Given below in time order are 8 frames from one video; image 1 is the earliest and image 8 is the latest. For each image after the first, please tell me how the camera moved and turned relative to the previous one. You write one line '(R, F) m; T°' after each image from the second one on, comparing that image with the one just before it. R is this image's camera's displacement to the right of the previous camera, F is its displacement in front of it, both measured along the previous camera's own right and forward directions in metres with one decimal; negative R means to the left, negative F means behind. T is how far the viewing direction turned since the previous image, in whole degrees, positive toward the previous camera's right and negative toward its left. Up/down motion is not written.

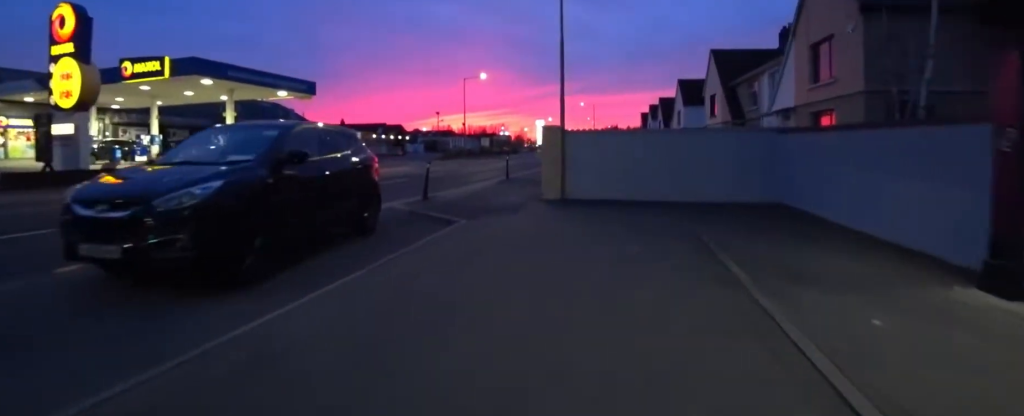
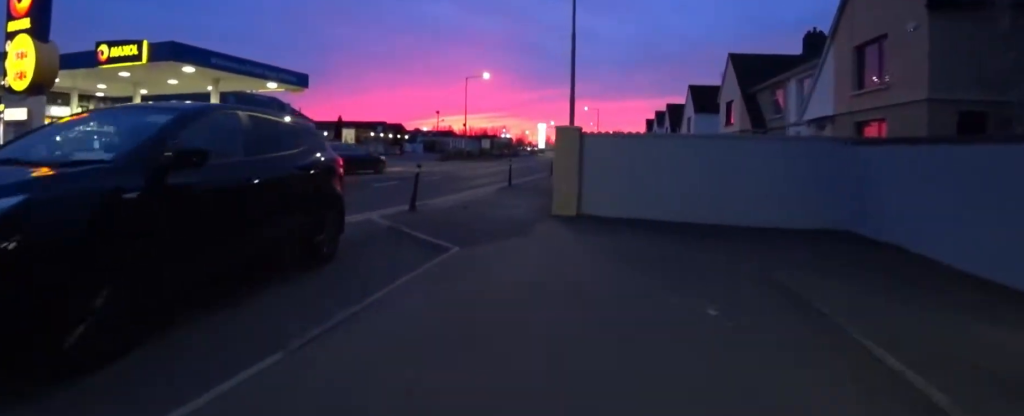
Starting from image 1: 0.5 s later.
(0.0, +2.1) m; +4°
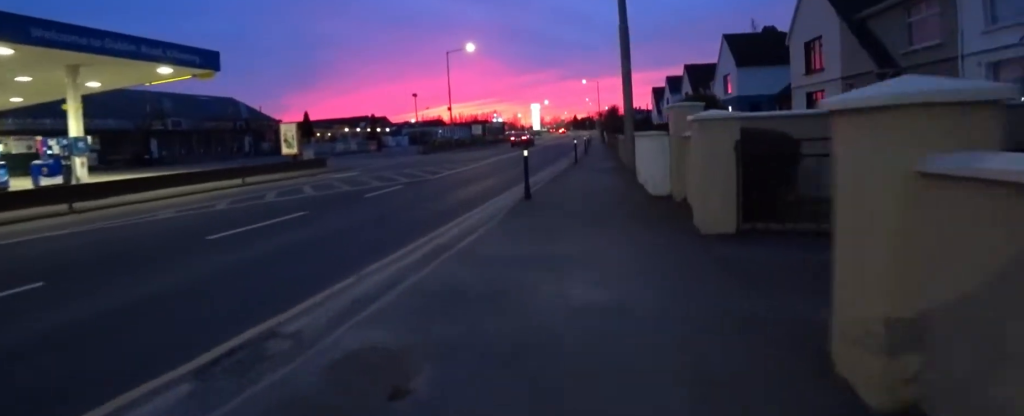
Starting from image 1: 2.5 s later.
(+2.7, +8.3) m; +26°
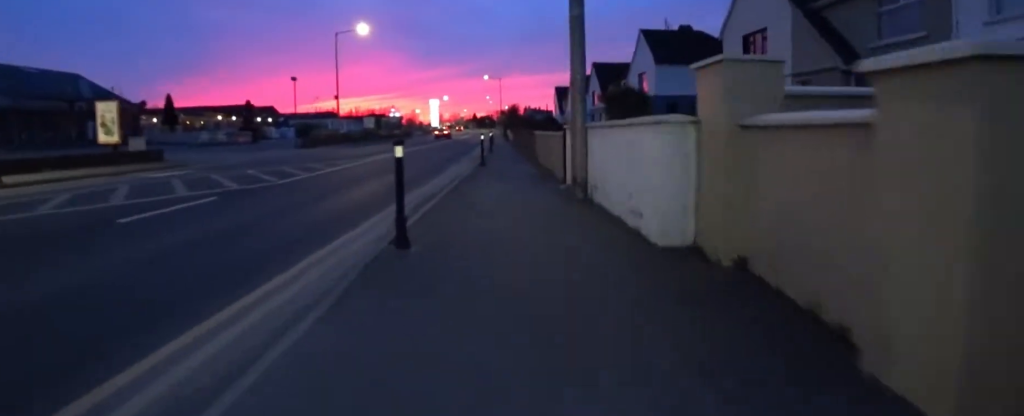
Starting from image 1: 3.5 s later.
(-0.4, +4.2) m; -5°
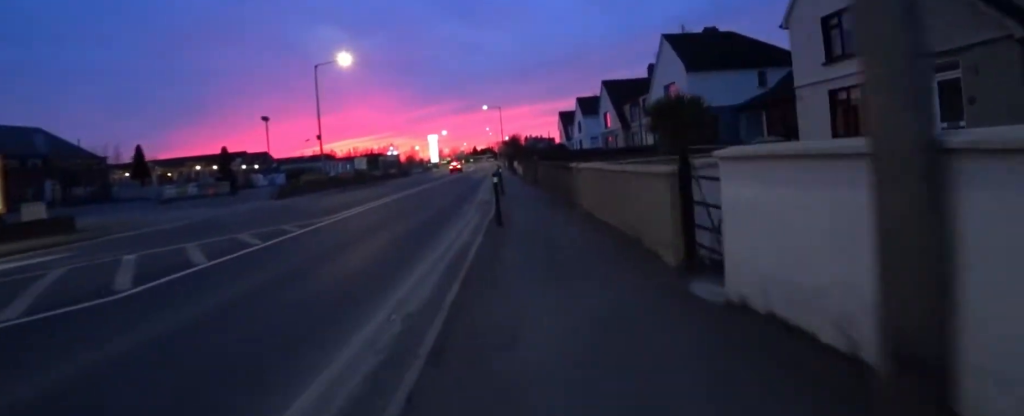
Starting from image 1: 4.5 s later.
(0.0, +5.0) m; 0°
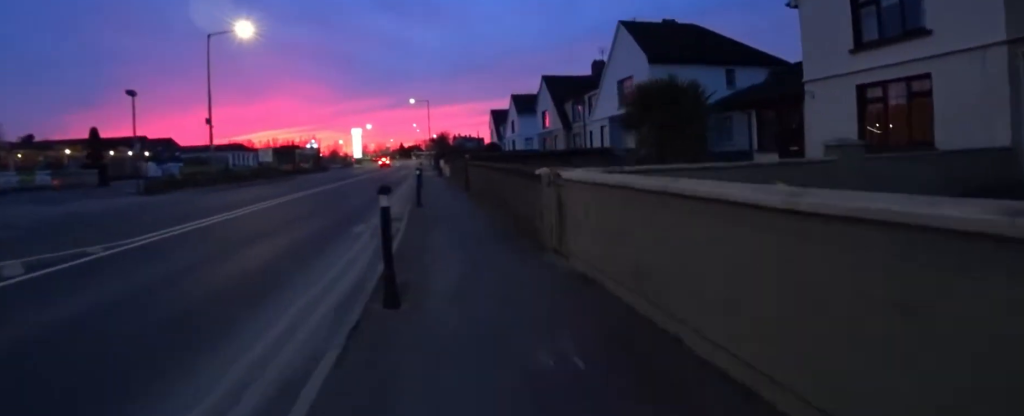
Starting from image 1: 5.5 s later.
(-0.1, +4.8) m; -5°
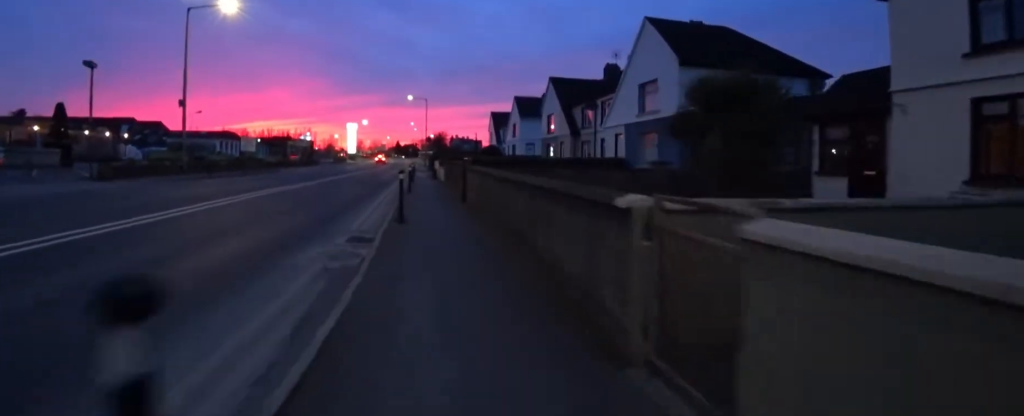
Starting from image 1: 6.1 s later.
(-0.6, +2.8) m; +2°
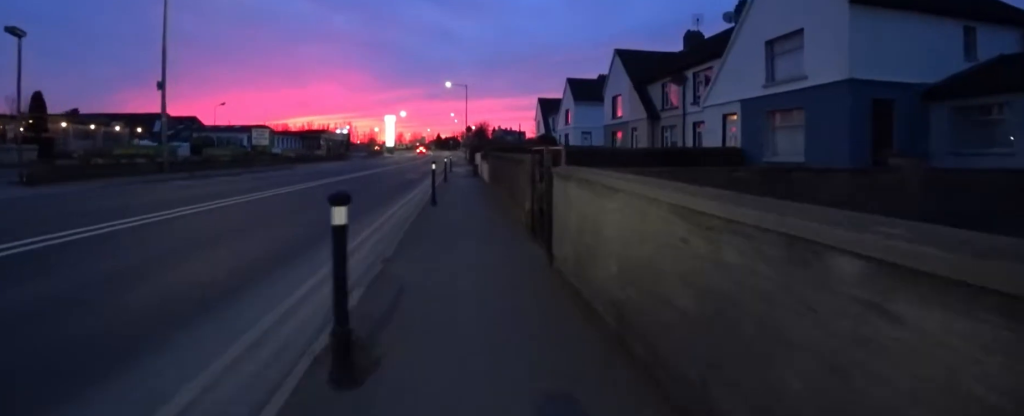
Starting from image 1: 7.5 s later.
(+0.7, +6.6) m; -3°
